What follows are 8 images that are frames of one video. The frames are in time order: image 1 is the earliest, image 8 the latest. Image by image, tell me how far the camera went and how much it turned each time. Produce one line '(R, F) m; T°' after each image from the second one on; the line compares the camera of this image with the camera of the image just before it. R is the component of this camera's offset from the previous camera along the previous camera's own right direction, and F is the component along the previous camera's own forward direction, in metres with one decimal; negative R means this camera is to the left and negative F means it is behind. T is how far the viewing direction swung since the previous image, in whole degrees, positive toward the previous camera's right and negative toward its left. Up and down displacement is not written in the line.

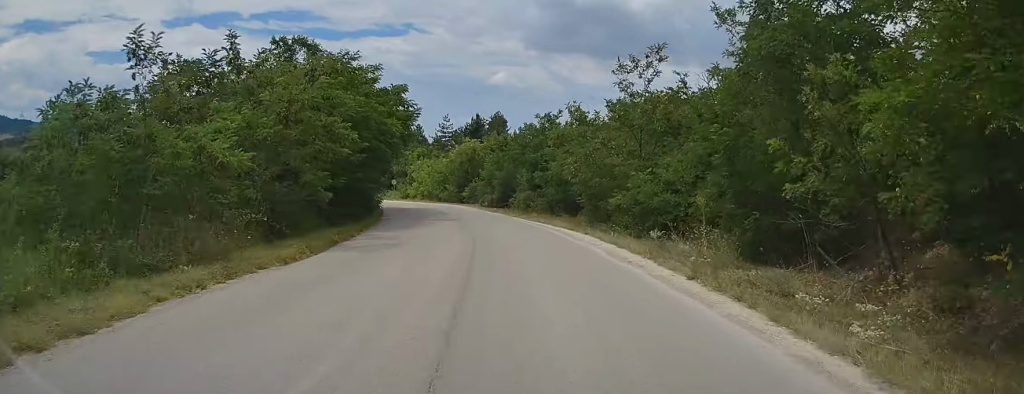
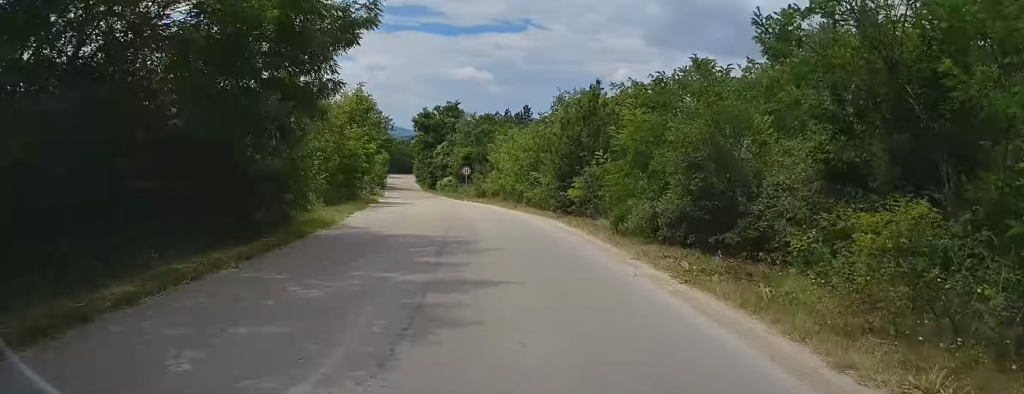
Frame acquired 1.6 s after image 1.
(-2.2, +28.9) m; -9°
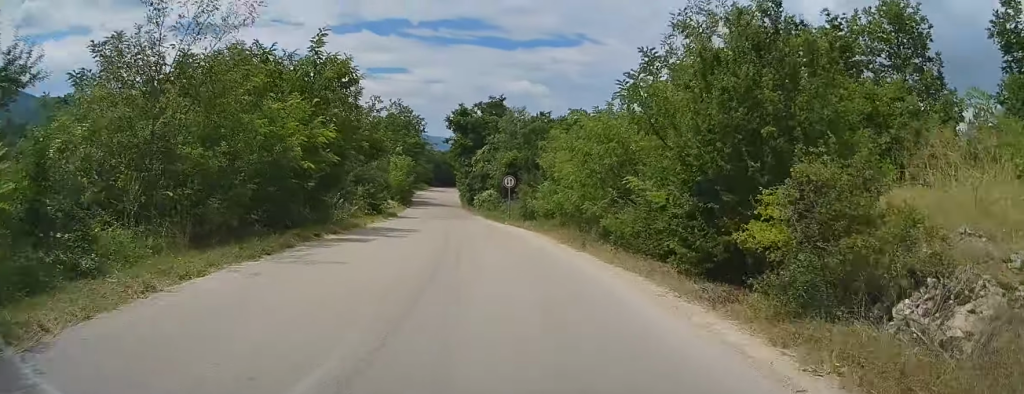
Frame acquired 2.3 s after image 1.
(-0.5, +13.4) m; -5°
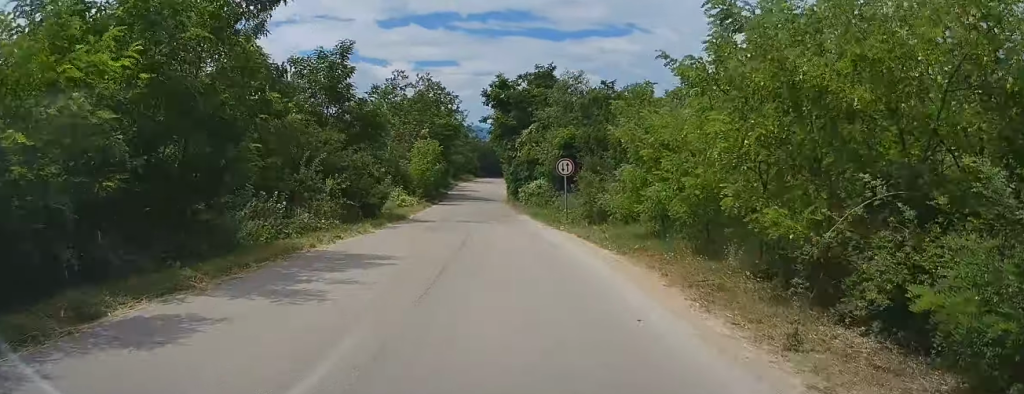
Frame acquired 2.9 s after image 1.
(-0.5, +10.8) m; -3°
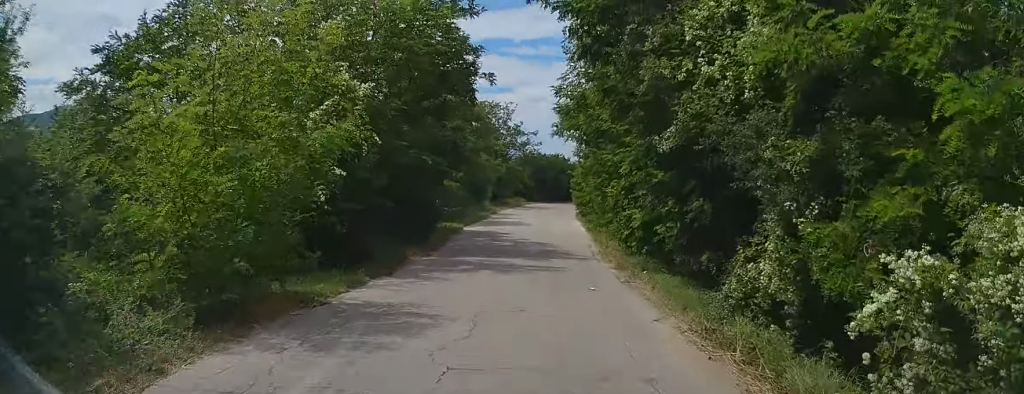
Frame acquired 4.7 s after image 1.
(-1.8, +31.2) m; -5°
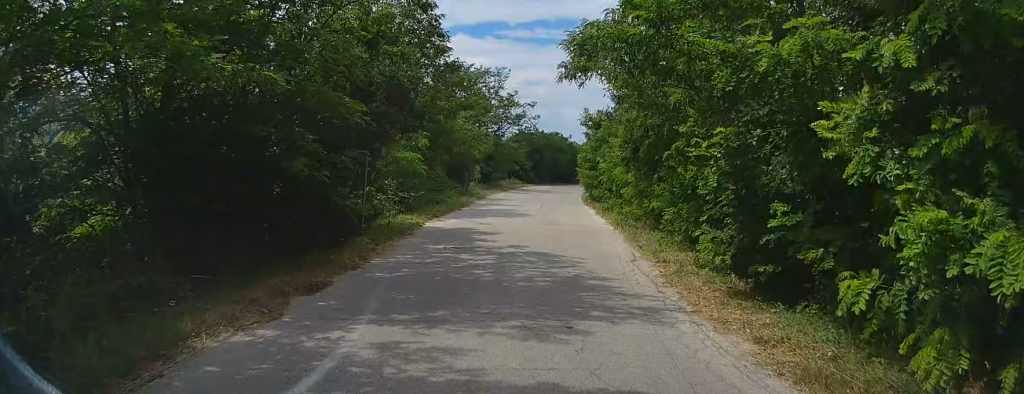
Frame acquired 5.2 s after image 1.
(-0.2, +9.7) m; 0°
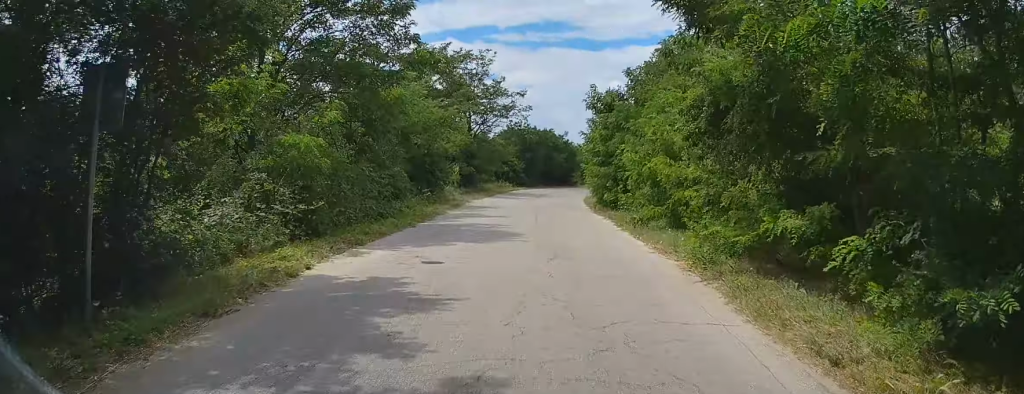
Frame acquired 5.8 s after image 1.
(+0.1, +9.2) m; +1°
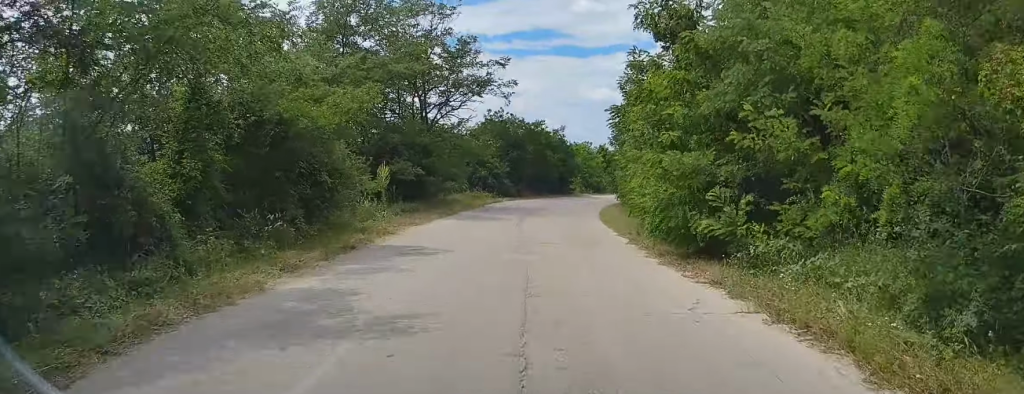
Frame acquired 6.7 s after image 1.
(+0.2, +16.7) m; +2°
